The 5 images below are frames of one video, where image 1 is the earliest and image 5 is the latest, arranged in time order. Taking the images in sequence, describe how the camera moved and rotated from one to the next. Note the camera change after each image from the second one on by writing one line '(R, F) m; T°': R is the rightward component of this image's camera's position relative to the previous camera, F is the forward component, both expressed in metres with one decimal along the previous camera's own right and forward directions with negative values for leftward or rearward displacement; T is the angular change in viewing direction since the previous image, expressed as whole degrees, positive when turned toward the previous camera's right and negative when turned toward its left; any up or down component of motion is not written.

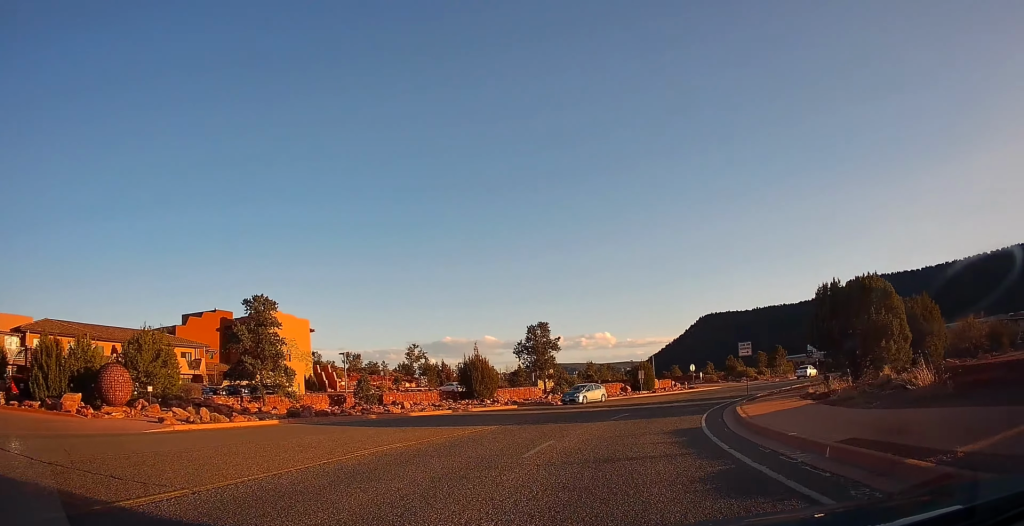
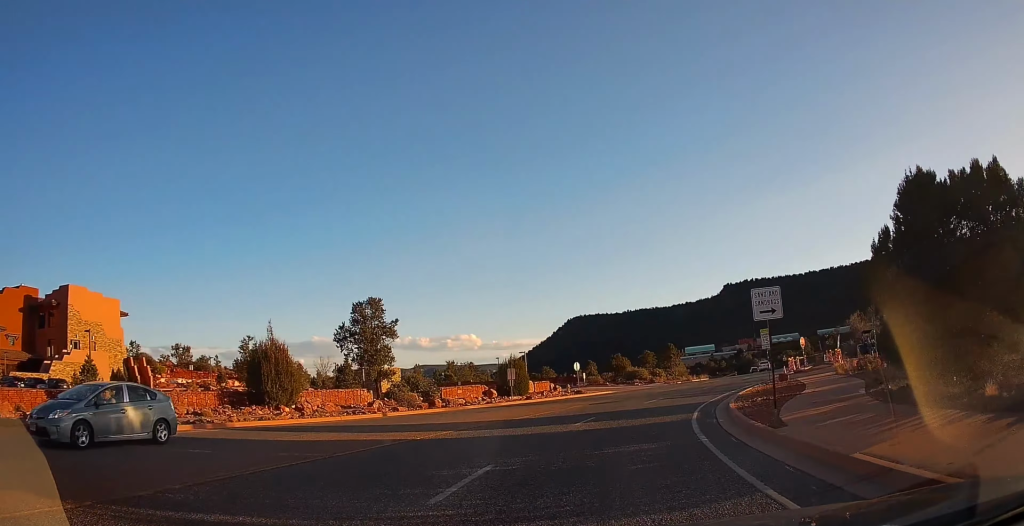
(+2.0, +16.8) m; +11°
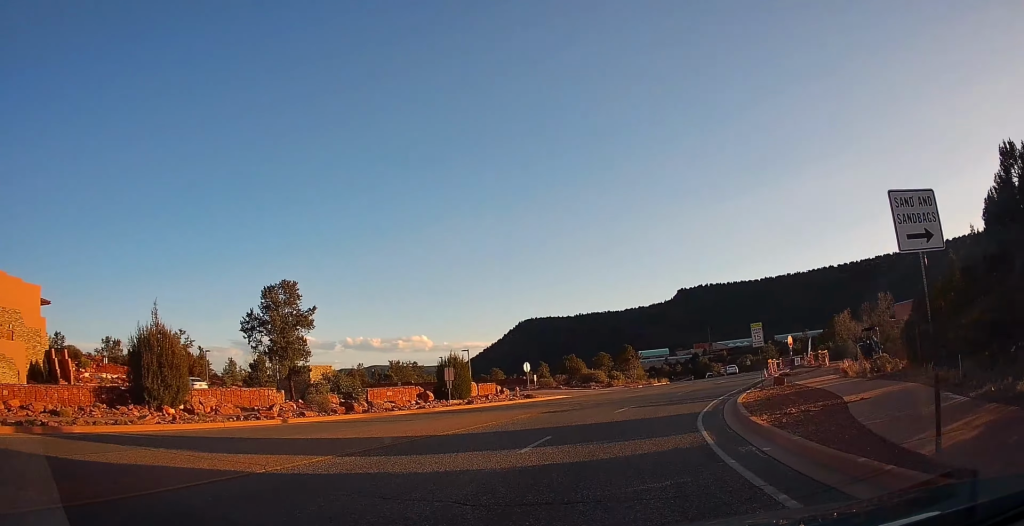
(+0.3, +6.5) m; +5°
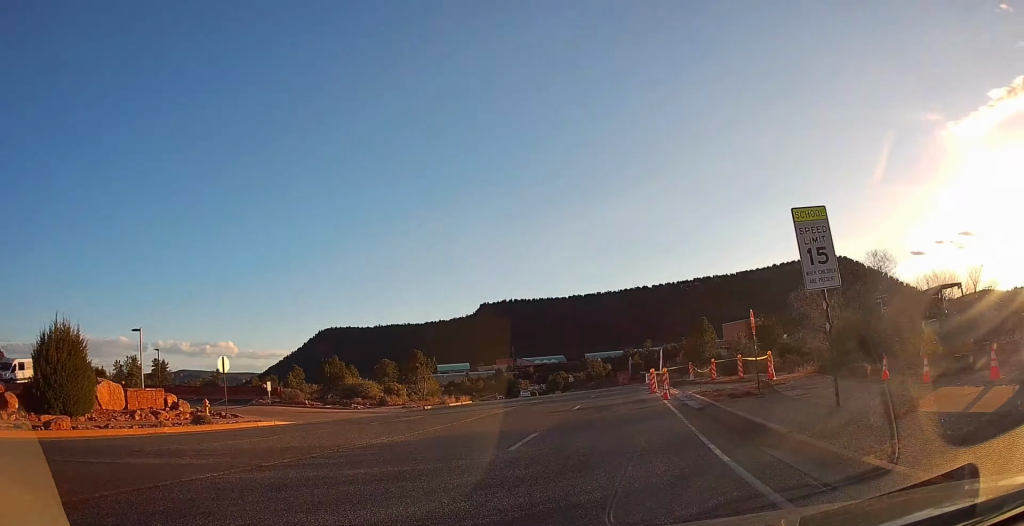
(+3.4, +22.9) m; +20°
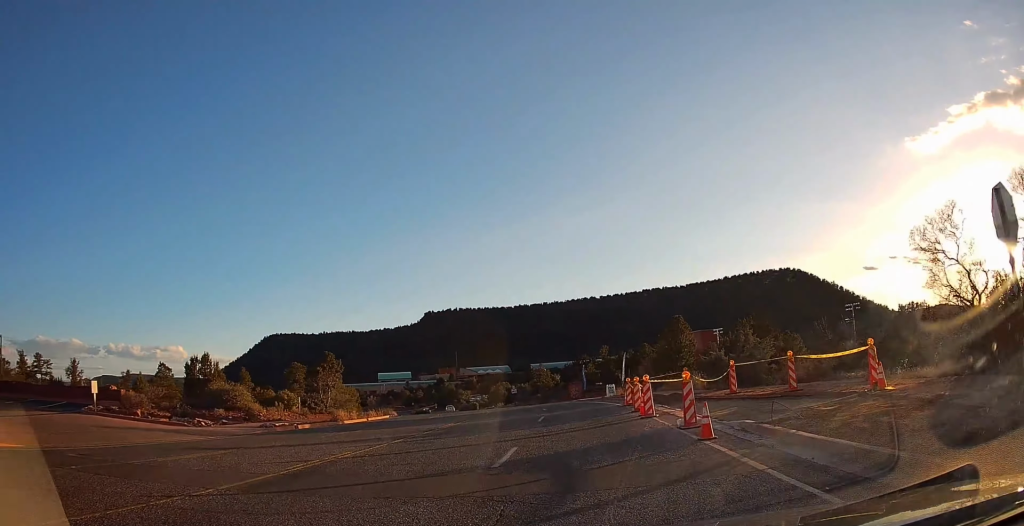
(+1.6, +13.4) m; +9°
